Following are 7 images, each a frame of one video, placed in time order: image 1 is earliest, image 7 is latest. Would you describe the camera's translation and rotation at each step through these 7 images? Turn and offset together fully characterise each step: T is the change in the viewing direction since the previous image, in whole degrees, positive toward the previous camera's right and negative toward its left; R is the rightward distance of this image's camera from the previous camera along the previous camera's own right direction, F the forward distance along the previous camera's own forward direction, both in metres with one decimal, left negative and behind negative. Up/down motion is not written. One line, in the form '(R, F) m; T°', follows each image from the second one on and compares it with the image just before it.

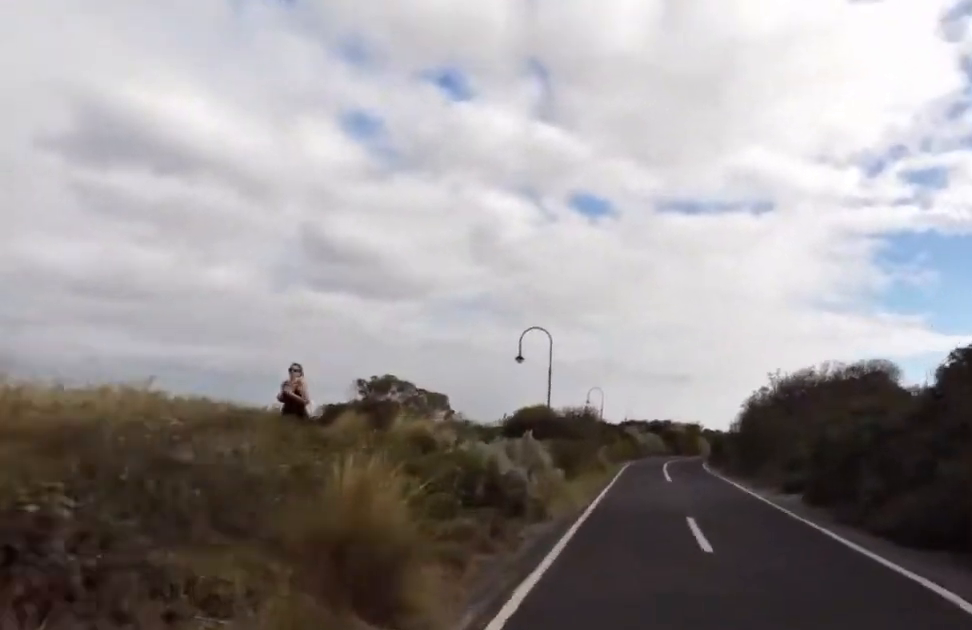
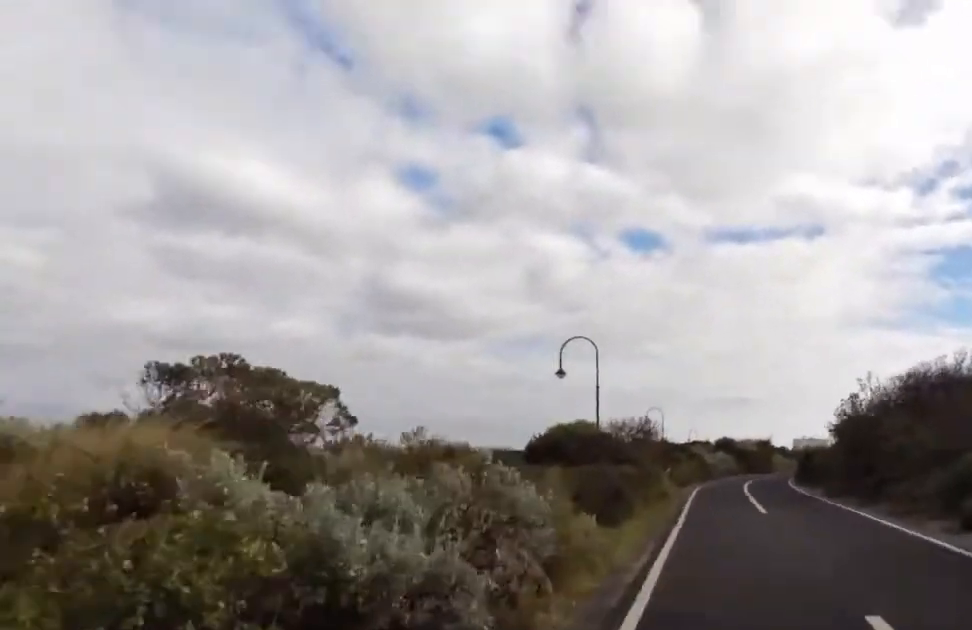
(-0.5, +4.5) m; -2°
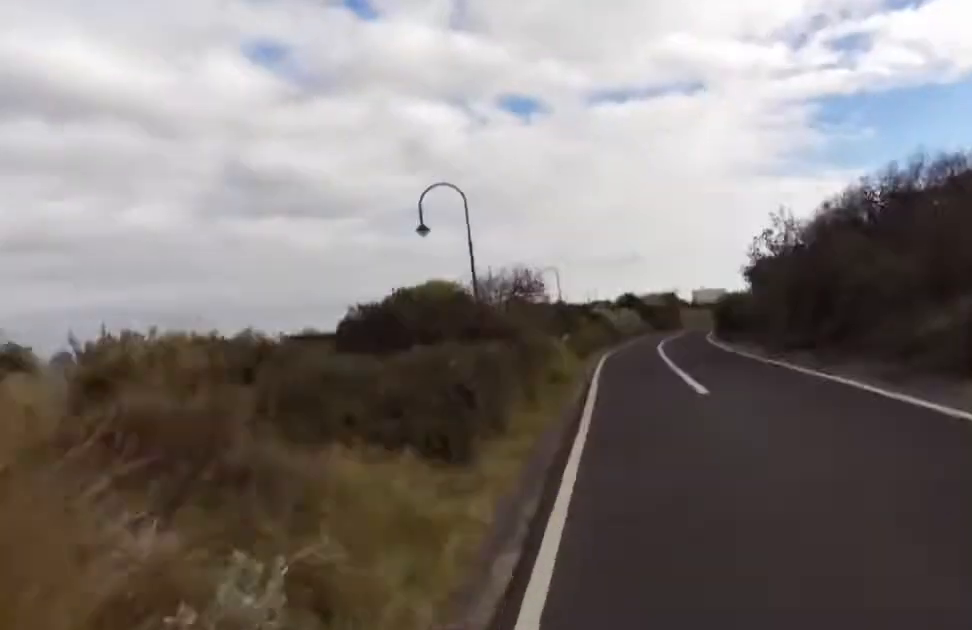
(-0.3, +3.5) m; 0°
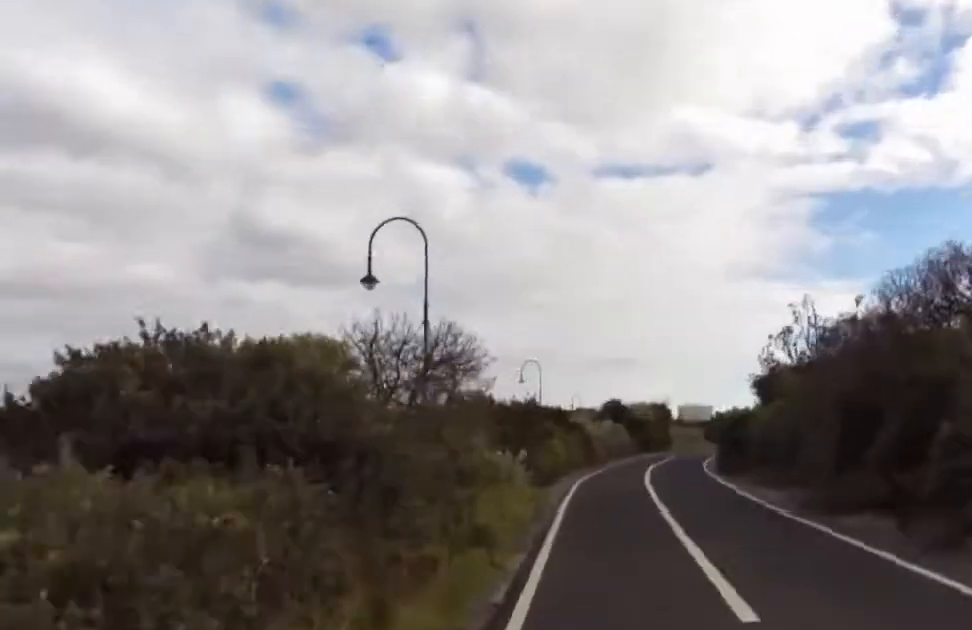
(+0.3, +4.6) m; +3°
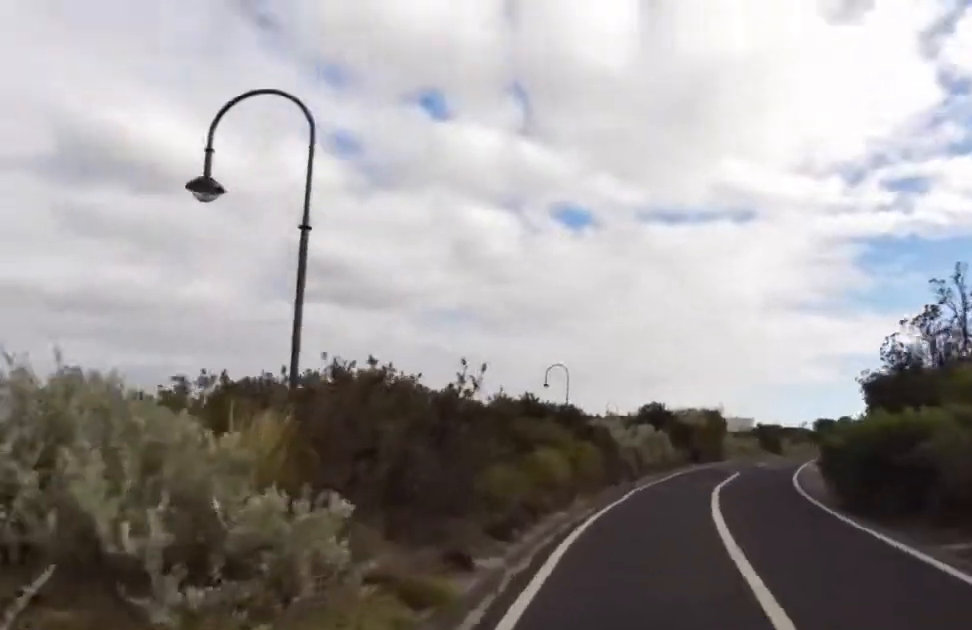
(+0.5, +9.1) m; +4°
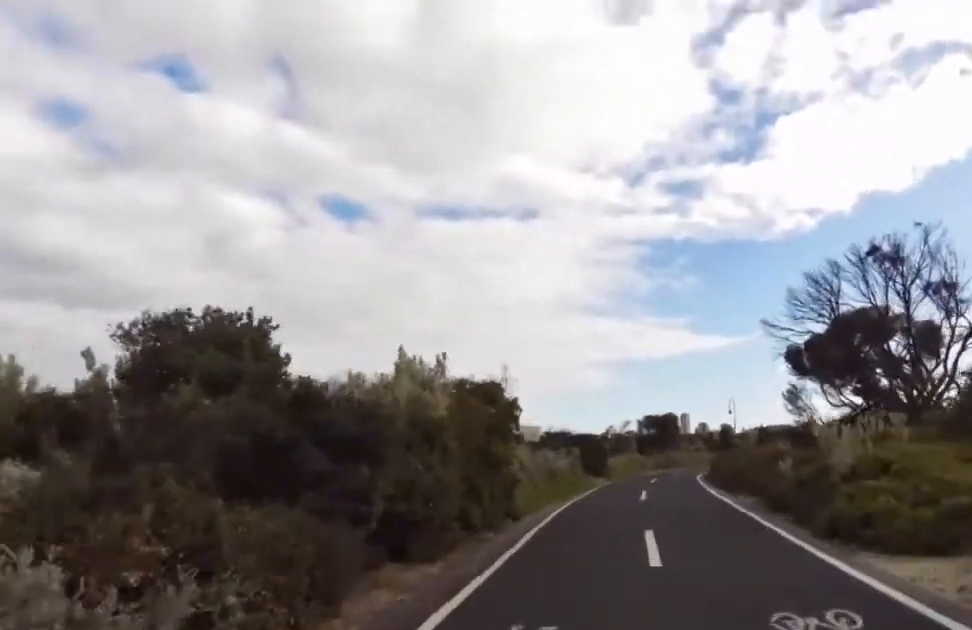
(+0.7, +20.2) m; +12°
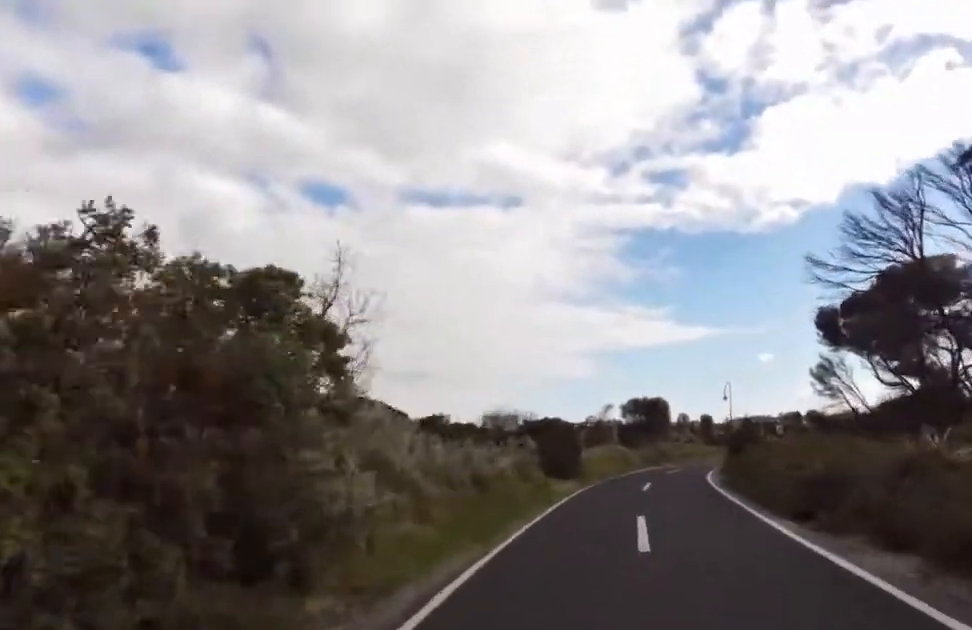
(+1.1, +7.7) m; +5°
